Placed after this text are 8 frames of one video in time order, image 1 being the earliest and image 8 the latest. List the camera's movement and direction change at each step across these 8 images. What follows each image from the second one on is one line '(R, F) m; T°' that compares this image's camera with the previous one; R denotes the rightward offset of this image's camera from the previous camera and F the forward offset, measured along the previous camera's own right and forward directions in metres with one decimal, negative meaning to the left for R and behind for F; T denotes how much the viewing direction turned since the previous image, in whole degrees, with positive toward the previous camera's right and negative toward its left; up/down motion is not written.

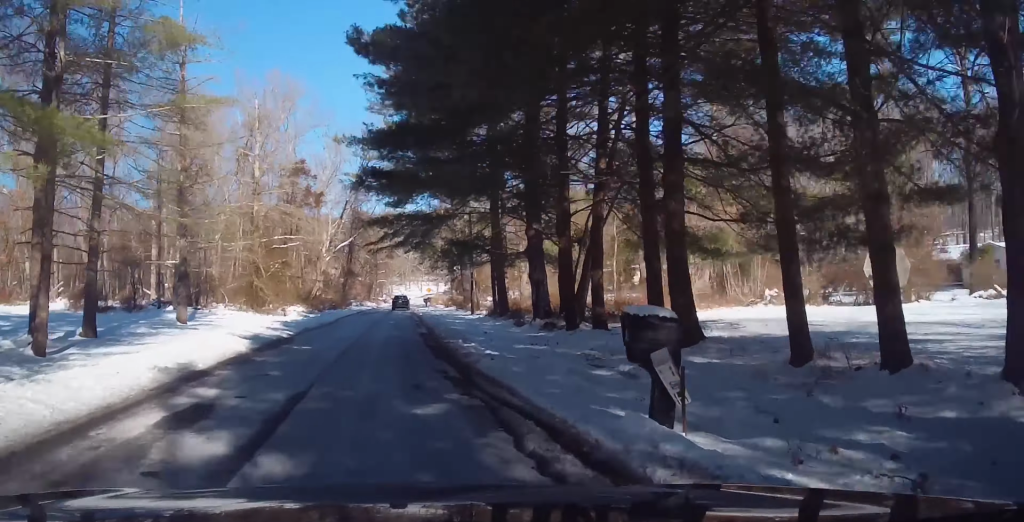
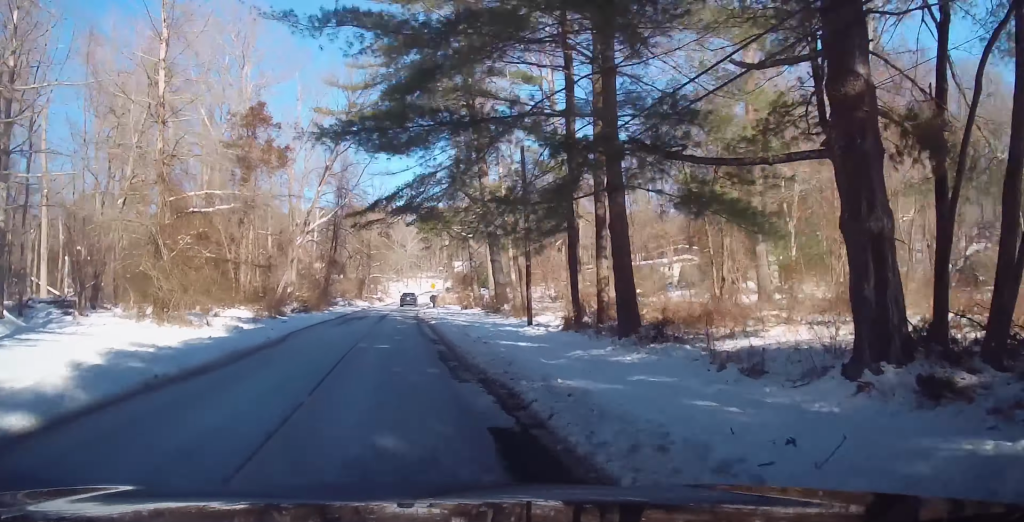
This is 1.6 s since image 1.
(0.0, +17.2) m; 0°
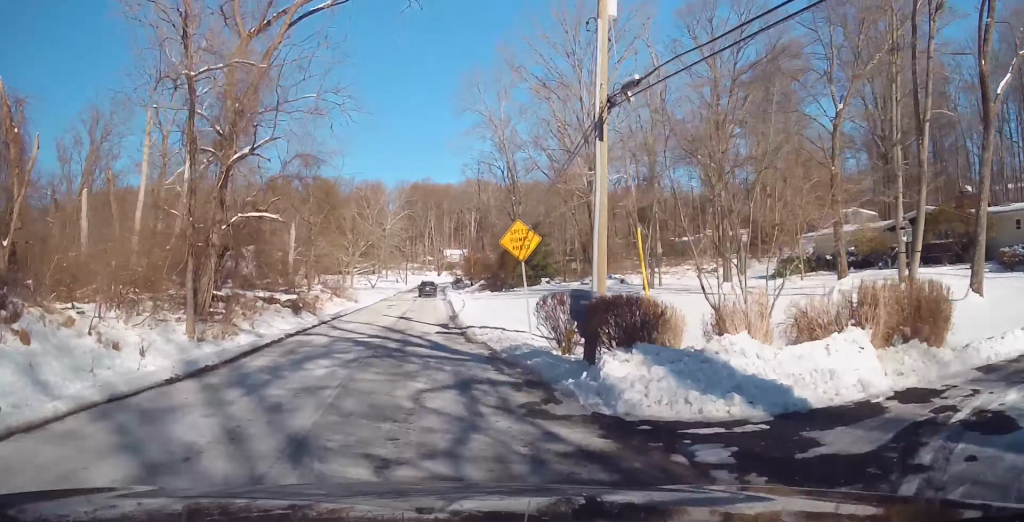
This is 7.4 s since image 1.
(+1.0, +74.1) m; +3°
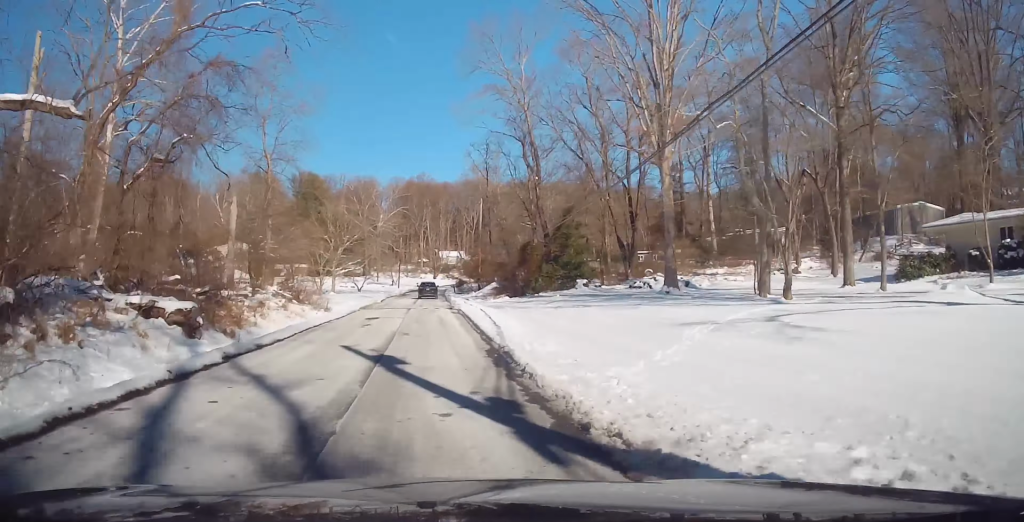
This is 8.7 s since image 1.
(+0.6, +17.4) m; +1°
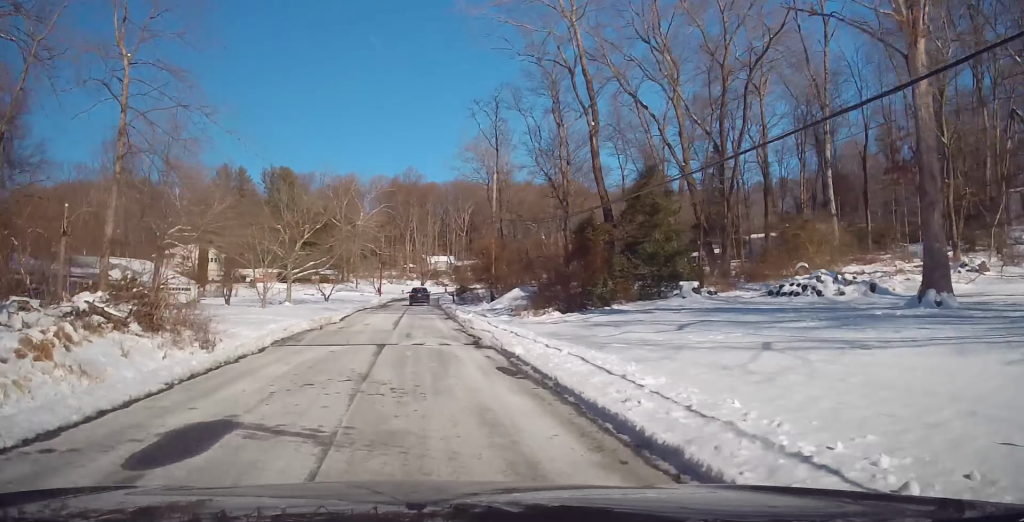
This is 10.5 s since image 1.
(-0.1, +22.9) m; -1°
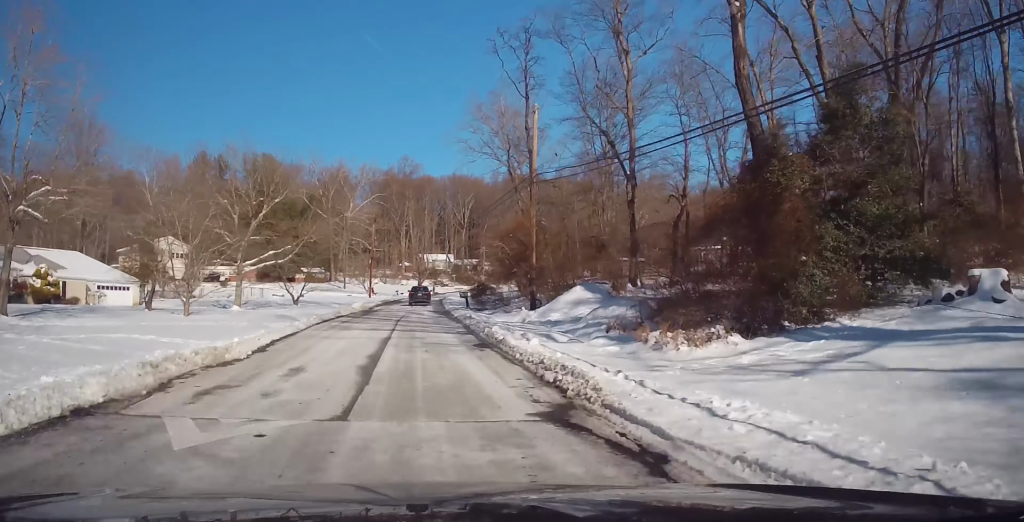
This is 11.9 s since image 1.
(-0.2, +17.1) m; -1°
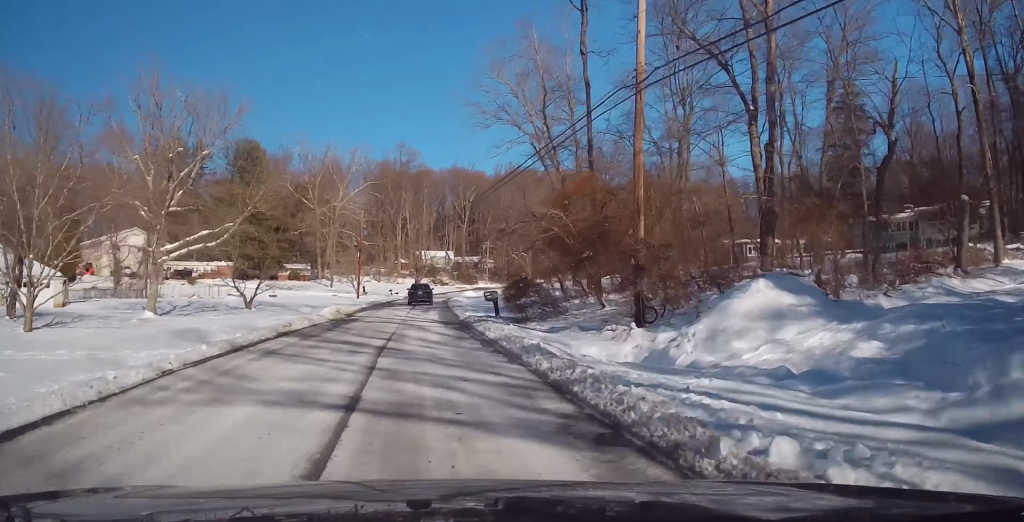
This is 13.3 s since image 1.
(-0.1, +15.7) m; -1°
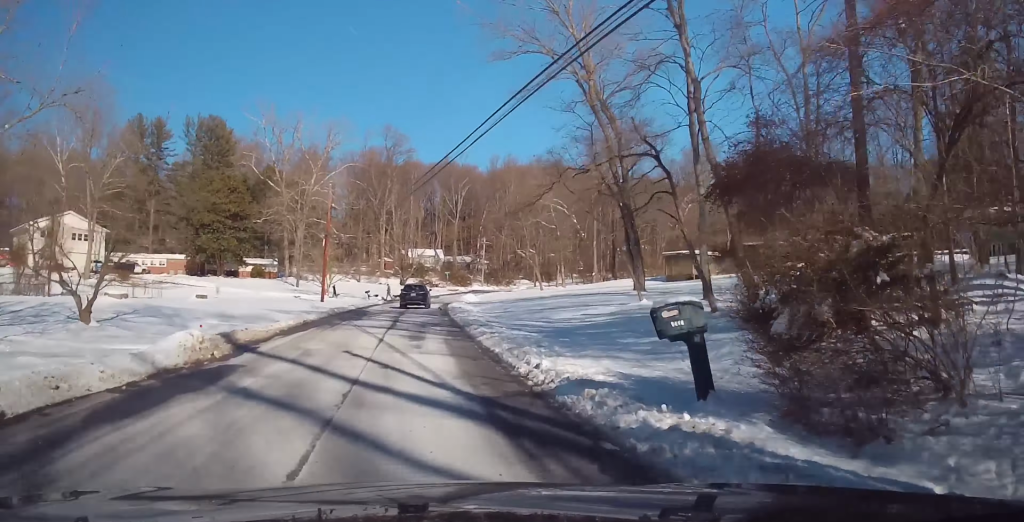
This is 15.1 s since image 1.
(-0.5, +19.5) m; 0°
